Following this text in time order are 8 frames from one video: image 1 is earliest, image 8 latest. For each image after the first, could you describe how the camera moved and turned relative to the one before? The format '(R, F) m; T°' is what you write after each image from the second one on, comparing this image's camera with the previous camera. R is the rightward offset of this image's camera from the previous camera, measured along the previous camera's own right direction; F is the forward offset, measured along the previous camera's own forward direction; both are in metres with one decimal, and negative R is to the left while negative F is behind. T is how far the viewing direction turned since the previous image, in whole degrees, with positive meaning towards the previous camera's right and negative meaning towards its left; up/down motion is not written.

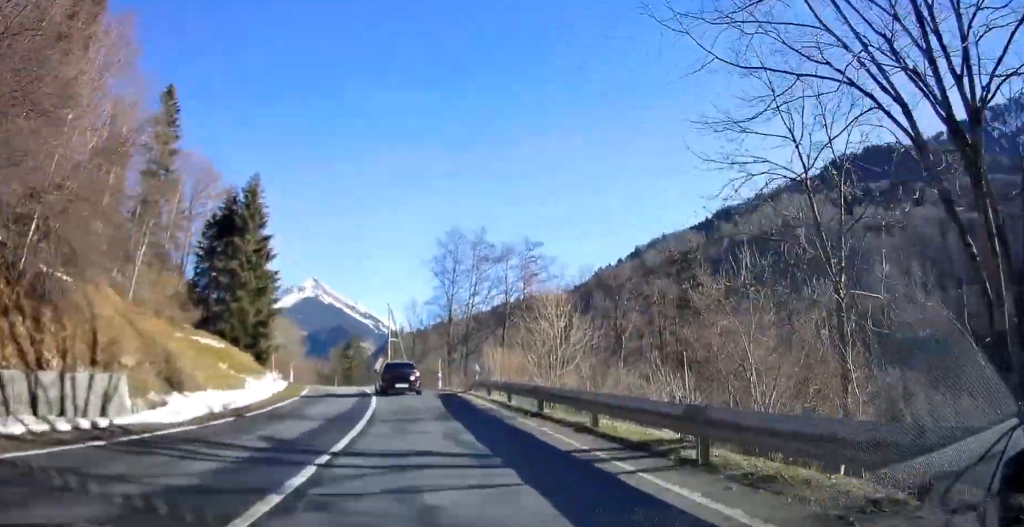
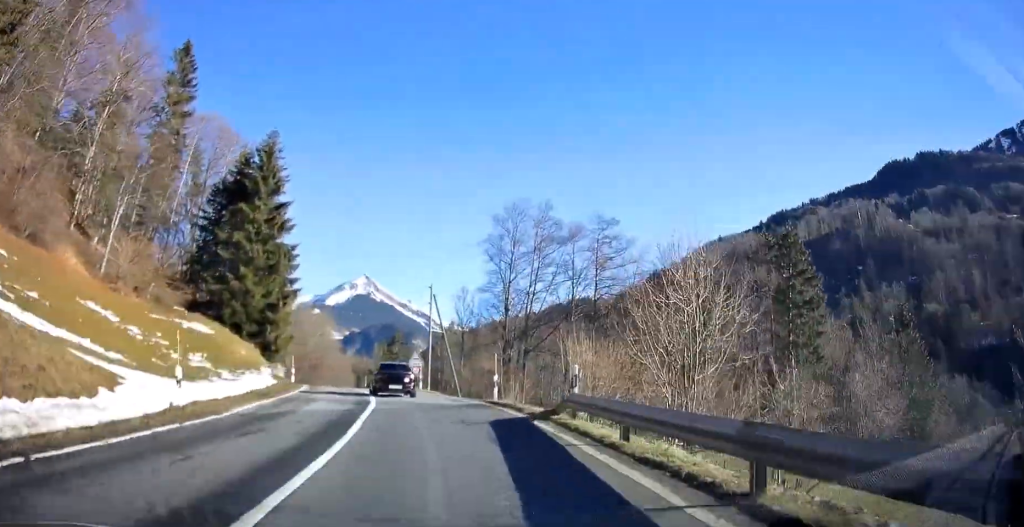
(-1.4, +14.8) m; -6°
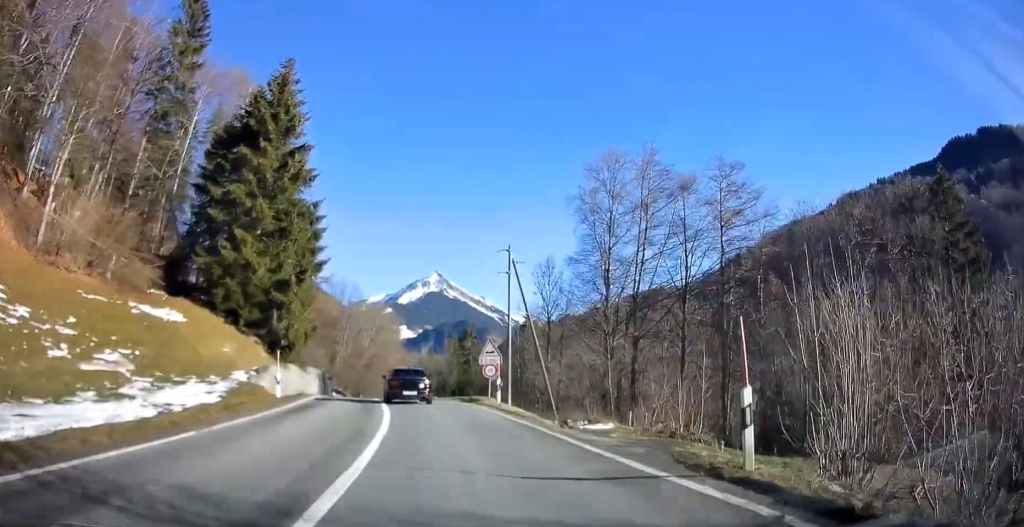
(-0.7, +17.1) m; -8°
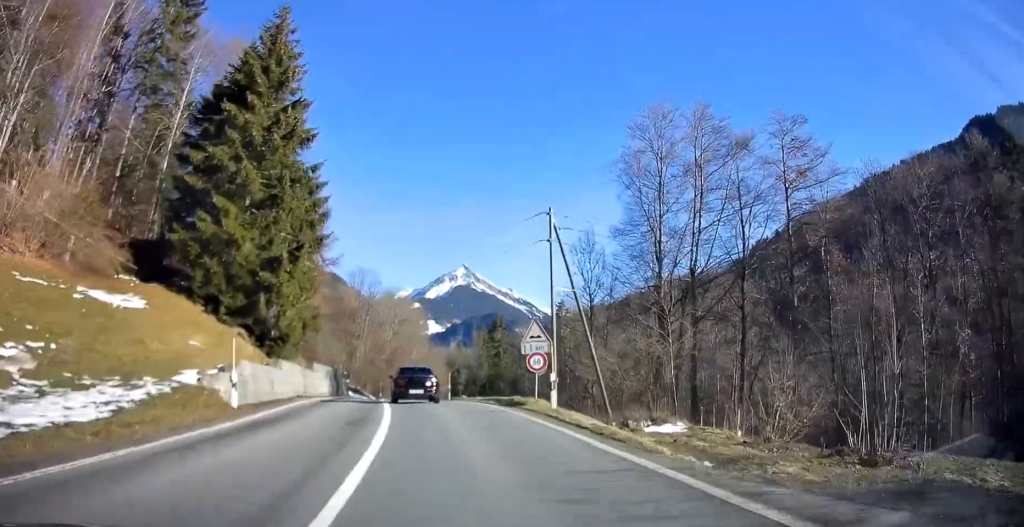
(-0.4, +7.2) m; -8°
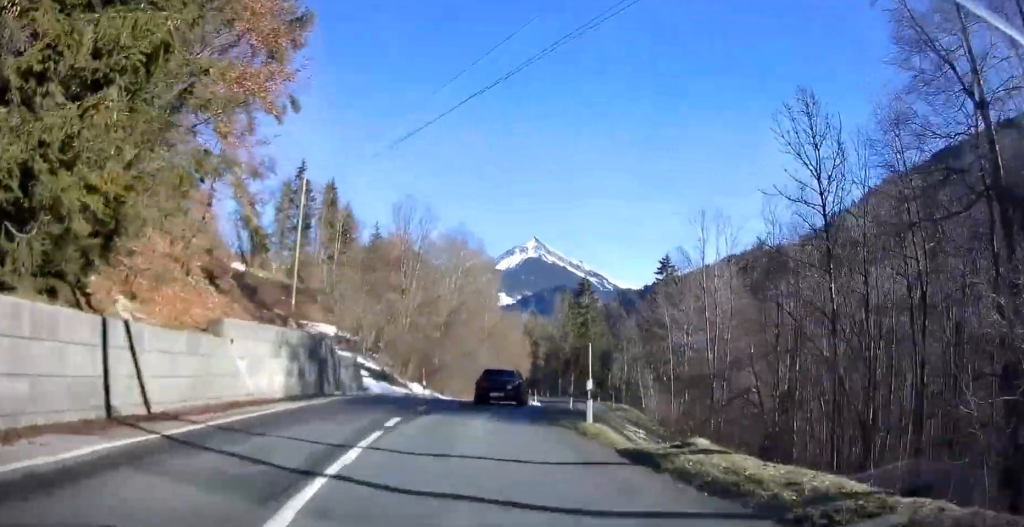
(-1.8, +26.9) m; +3°
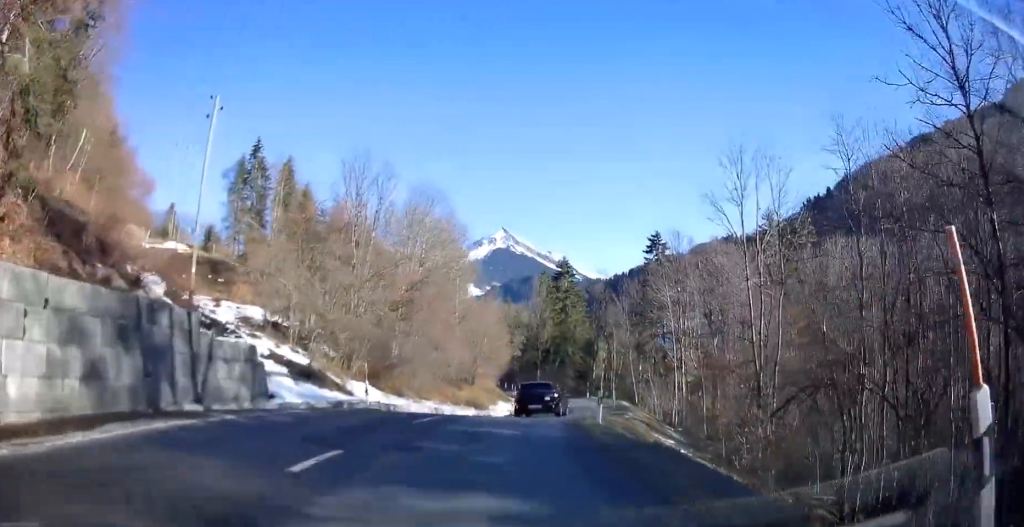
(+0.1, +11.3) m; 0°
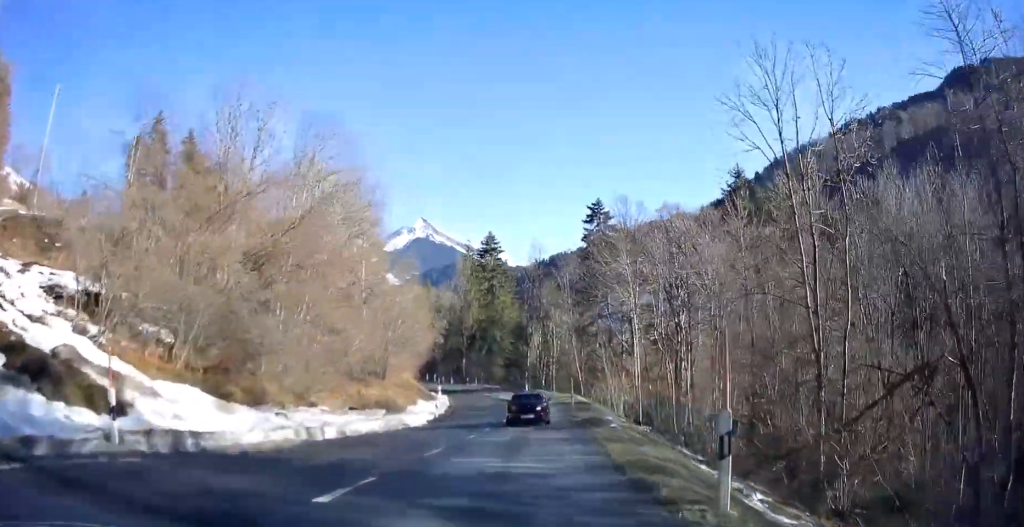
(-0.2, +12.9) m; +2°
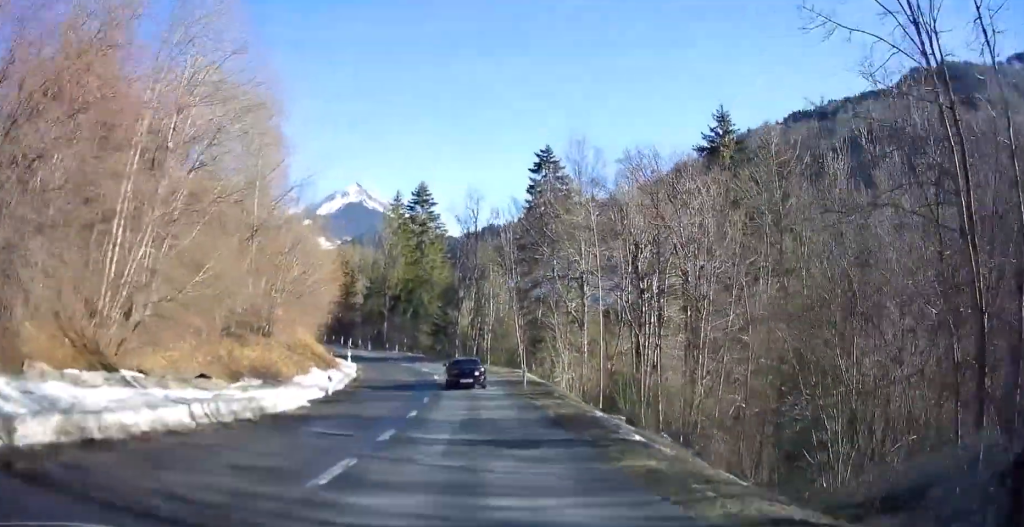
(+0.6, +11.5) m; +5°
